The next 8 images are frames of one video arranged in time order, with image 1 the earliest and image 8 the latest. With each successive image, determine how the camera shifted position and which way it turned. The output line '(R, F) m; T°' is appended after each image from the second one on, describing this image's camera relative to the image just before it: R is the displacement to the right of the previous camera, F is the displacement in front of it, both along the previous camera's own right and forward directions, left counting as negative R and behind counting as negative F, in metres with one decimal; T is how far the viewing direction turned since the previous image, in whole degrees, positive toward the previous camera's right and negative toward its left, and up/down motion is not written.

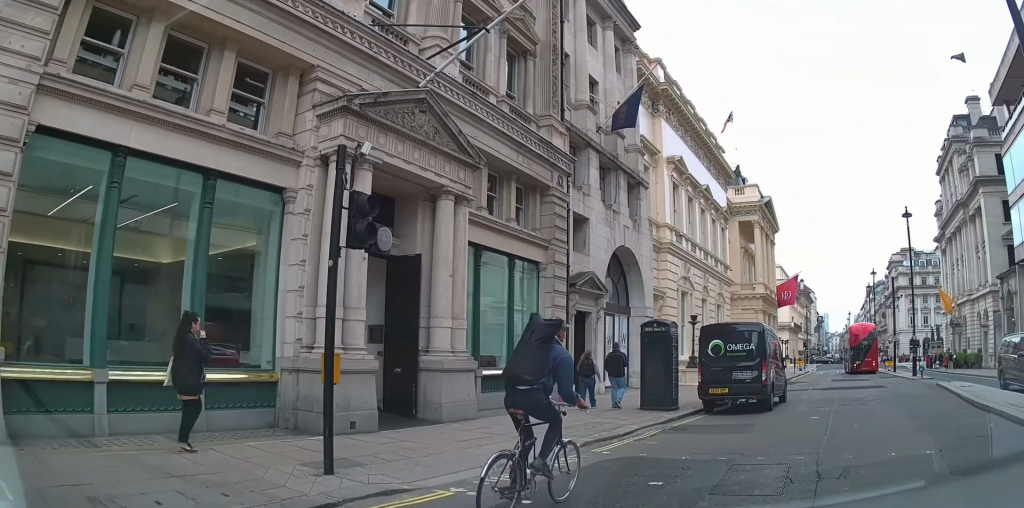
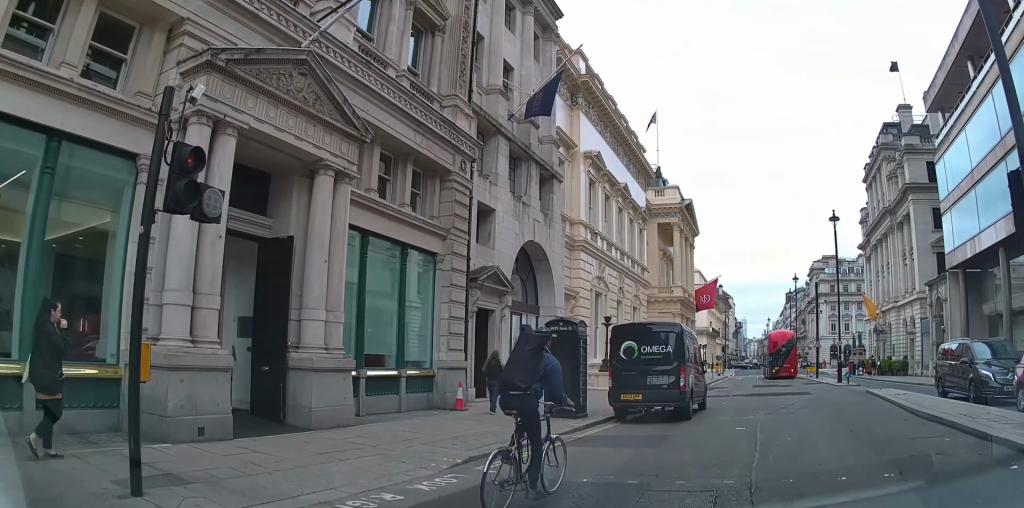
(0.0, +2.2) m; 0°
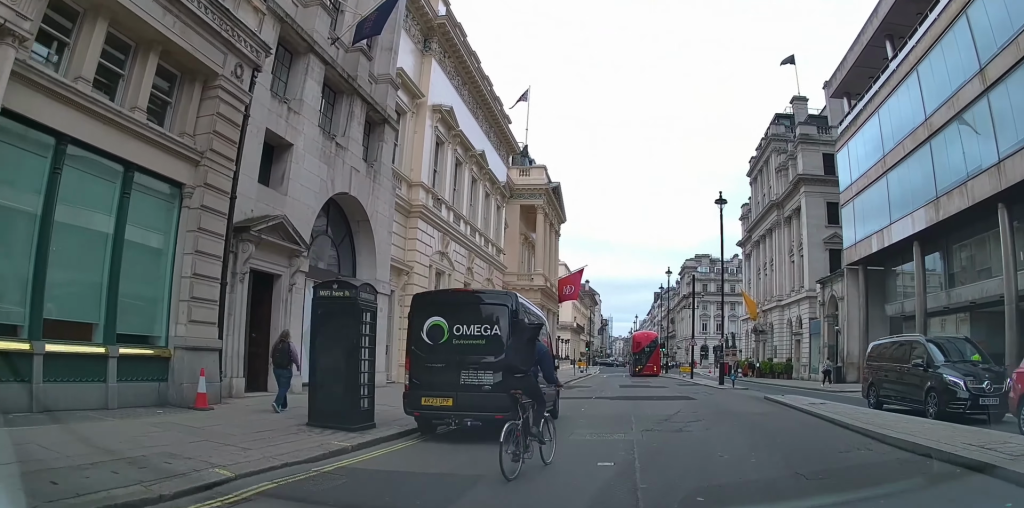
(+0.1, +6.2) m; +12°
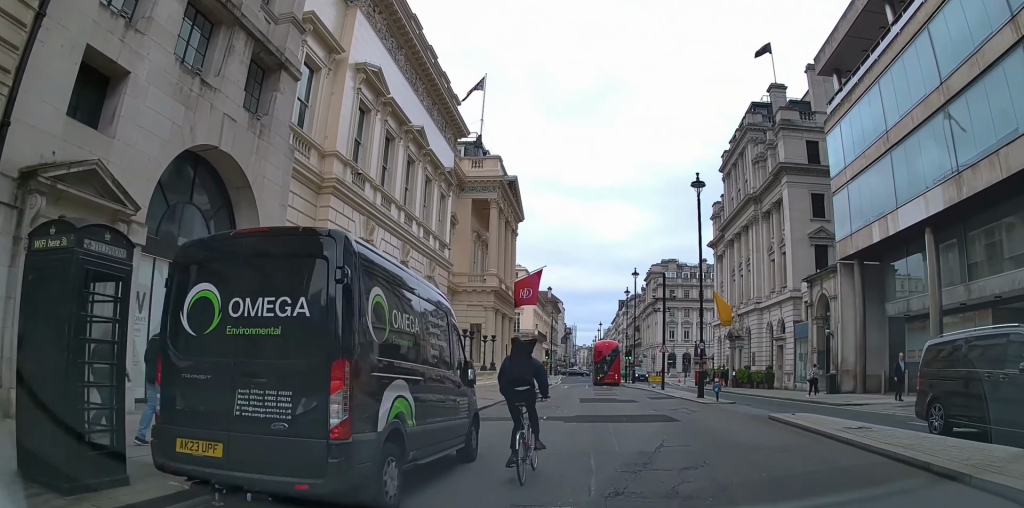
(+1.0, +5.4) m; +12°
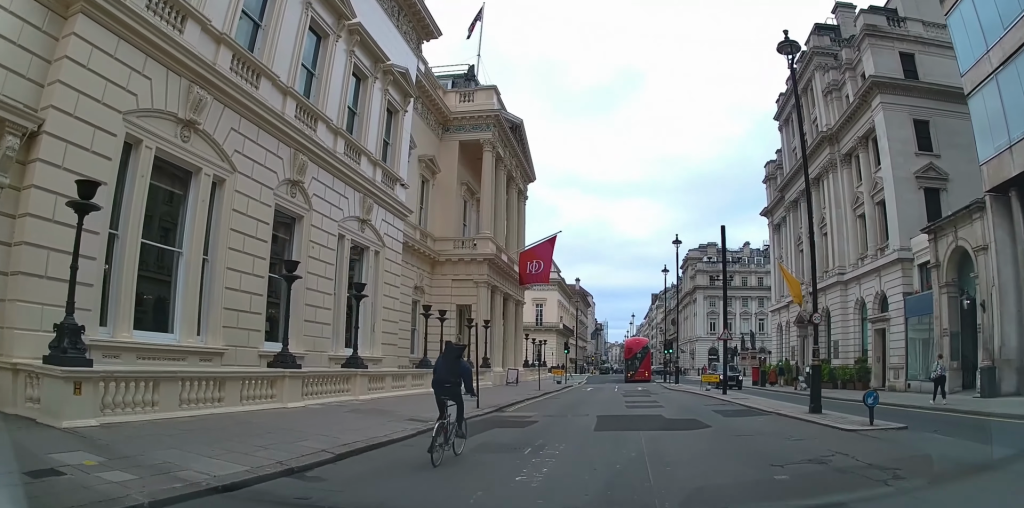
(+2.6, +13.2) m; +14°
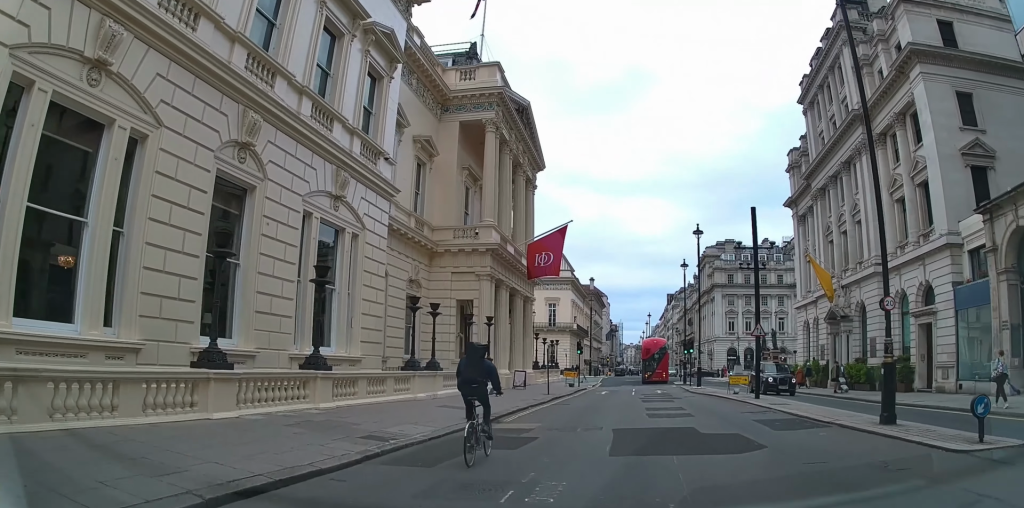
(+0.3, +3.6) m; -8°
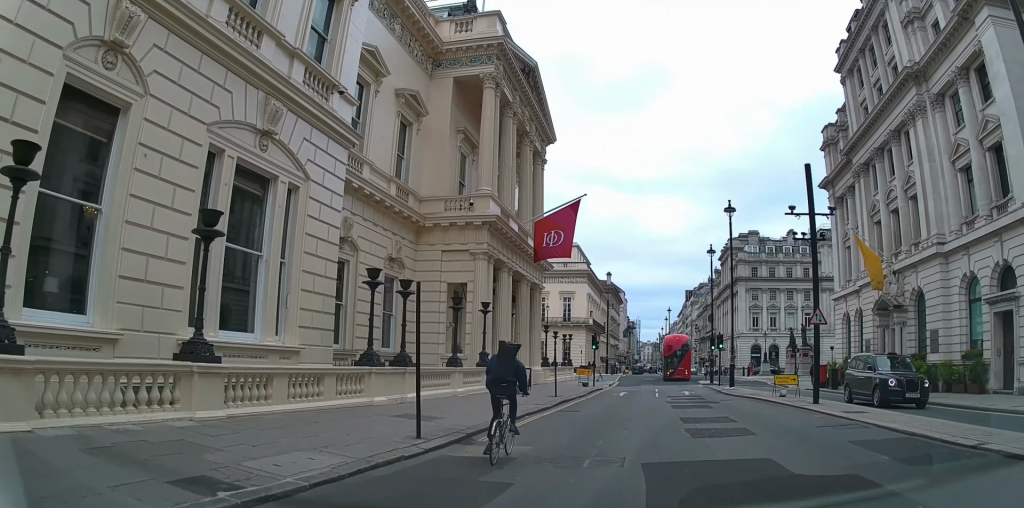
(-1.1, +5.3) m; -4°
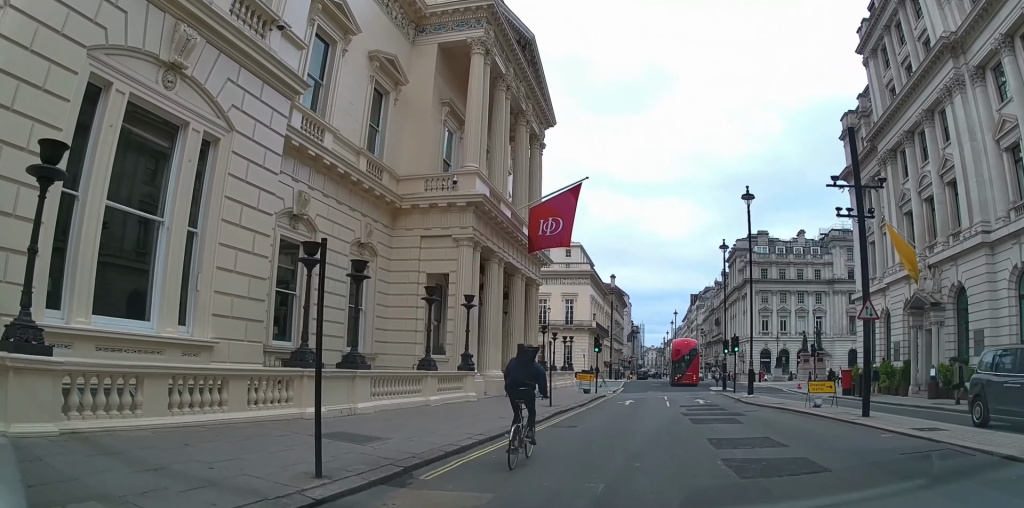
(+0.3, +3.8) m; -1°
